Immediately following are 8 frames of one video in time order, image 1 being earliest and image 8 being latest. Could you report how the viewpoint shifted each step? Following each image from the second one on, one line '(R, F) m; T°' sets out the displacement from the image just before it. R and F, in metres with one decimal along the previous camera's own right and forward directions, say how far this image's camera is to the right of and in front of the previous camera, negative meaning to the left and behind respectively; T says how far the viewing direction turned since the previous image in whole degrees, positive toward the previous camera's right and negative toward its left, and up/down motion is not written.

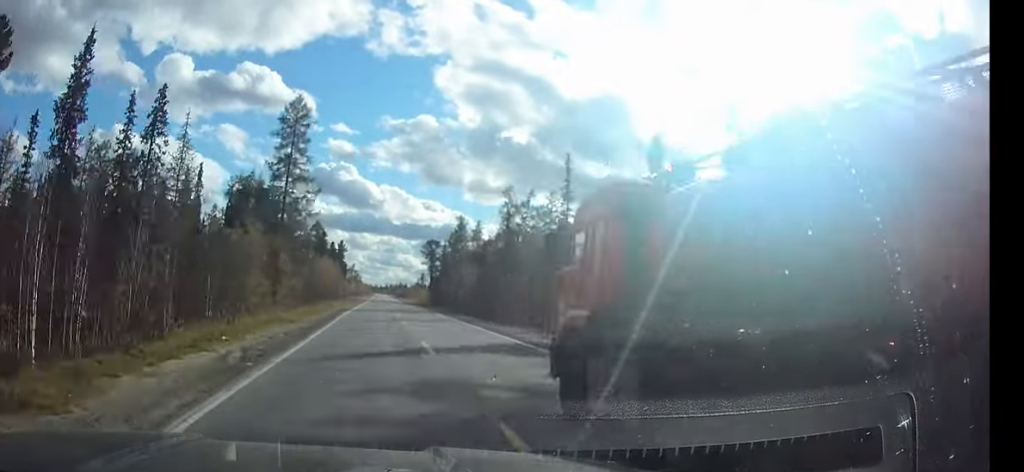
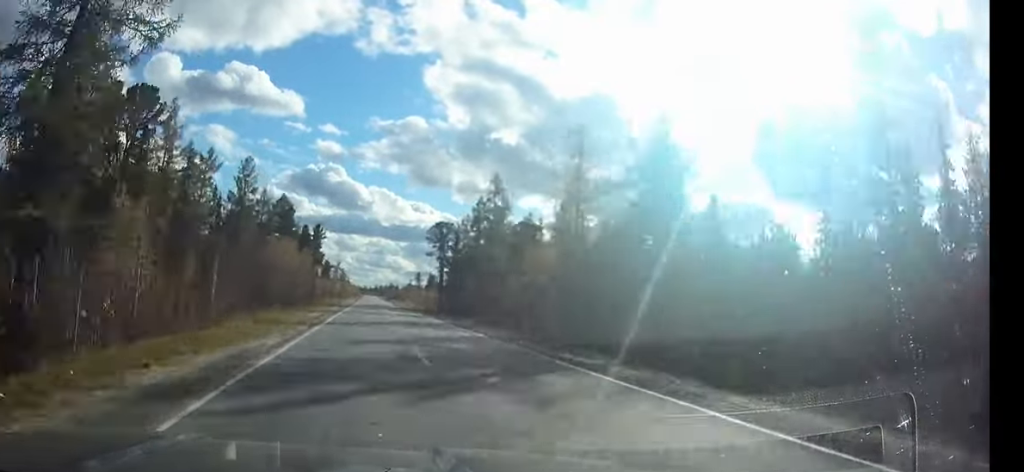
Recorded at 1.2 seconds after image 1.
(+0.4, +38.6) m; +1°
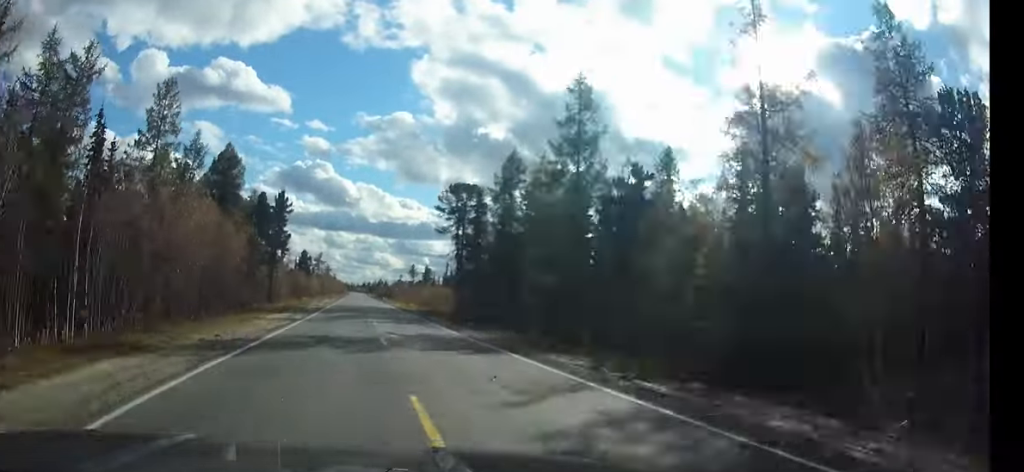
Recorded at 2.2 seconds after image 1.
(+0.3, +33.7) m; +1°
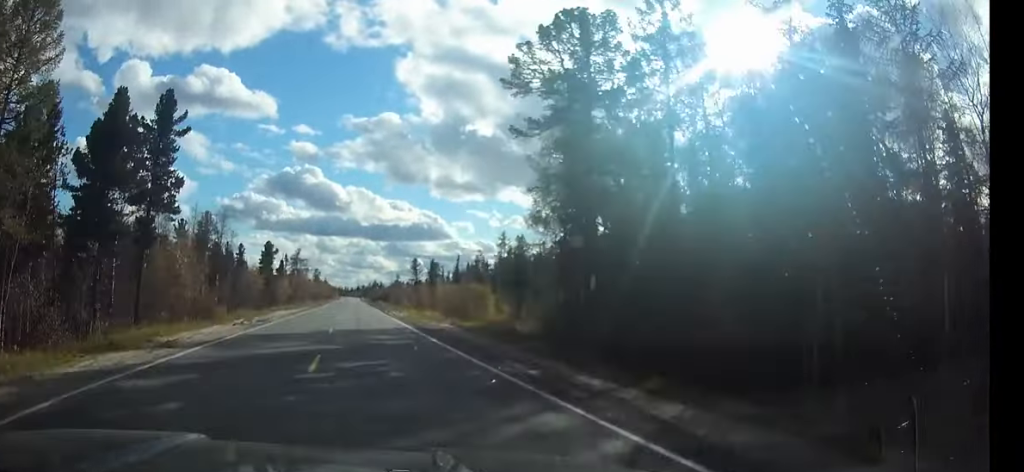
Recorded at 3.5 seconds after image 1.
(+0.1, +41.4) m; 0°
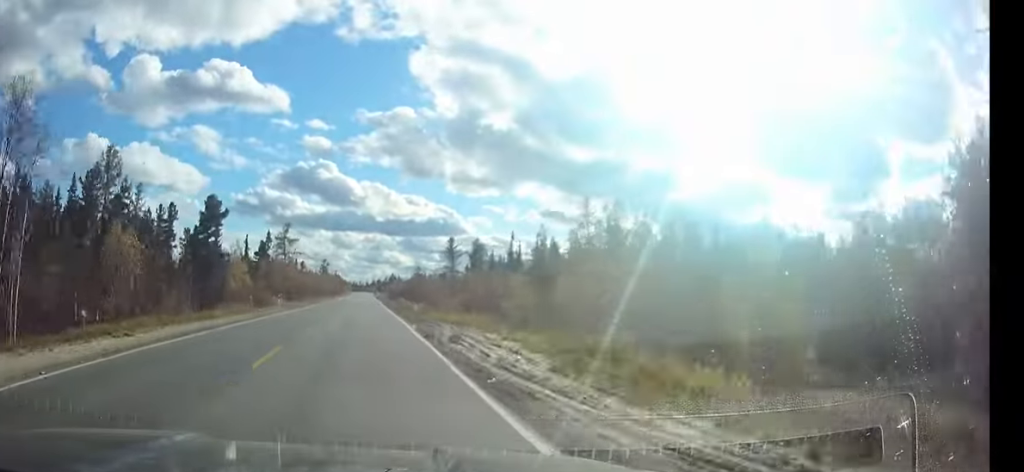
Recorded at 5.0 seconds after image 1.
(-0.3, +47.4) m; -1°
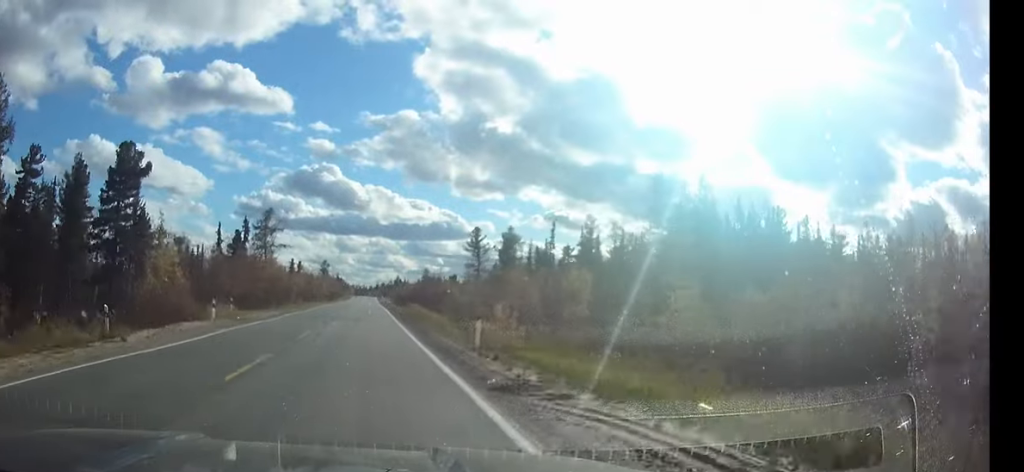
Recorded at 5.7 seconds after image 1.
(-0.1, +24.7) m; 0°
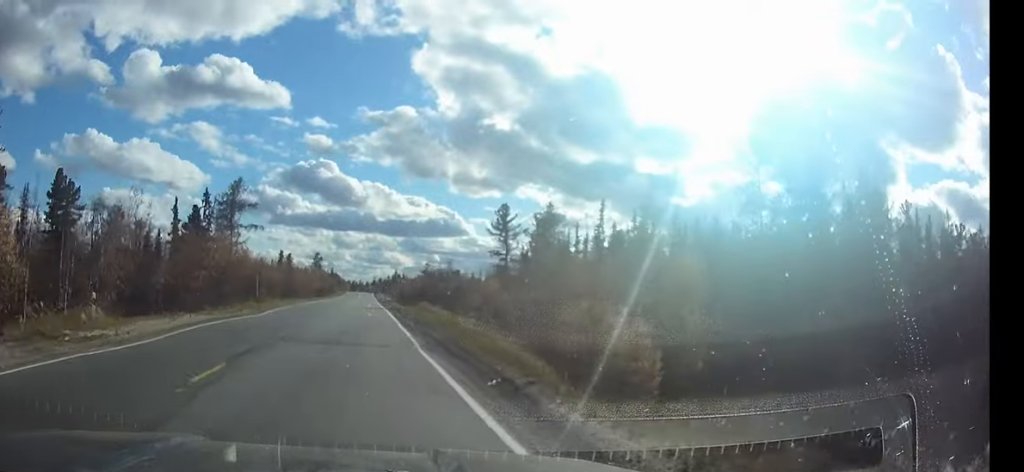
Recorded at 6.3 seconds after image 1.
(0.0, +21.7) m; 0°
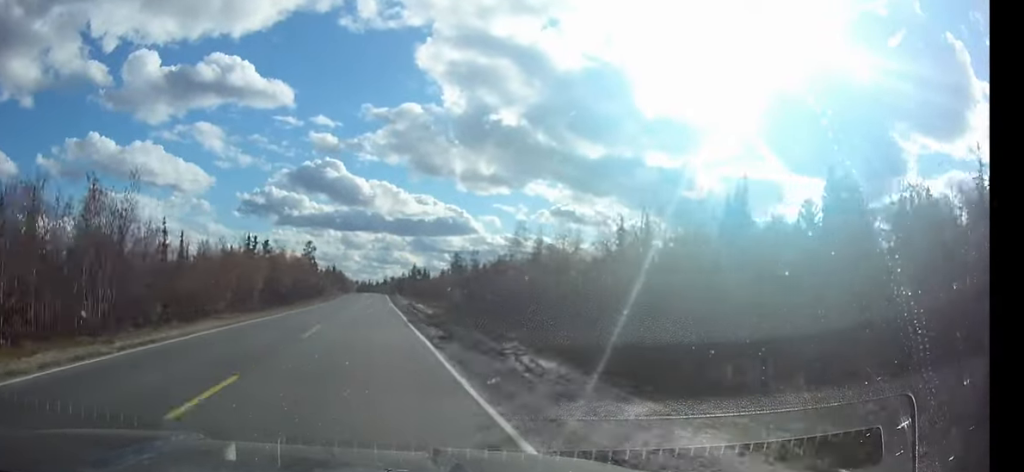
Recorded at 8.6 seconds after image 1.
(-0.5, +74.2) m; 0°
